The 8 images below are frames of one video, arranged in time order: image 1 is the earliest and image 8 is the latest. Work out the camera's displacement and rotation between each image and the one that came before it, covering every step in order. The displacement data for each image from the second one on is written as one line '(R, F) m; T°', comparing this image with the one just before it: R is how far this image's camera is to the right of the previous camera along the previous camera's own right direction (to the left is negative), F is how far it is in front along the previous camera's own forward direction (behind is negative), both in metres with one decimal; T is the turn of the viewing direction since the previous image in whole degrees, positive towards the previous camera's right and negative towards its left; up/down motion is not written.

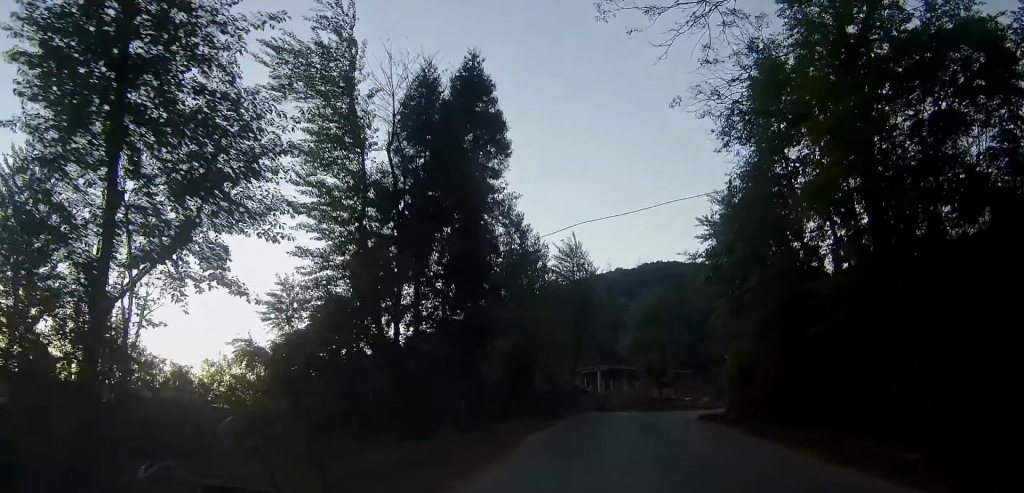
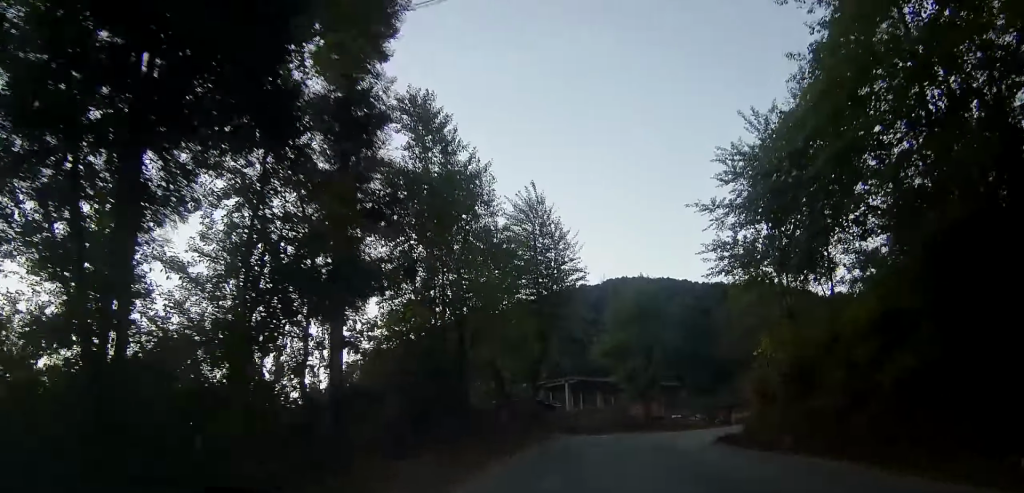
(+0.7, +12.8) m; +5°
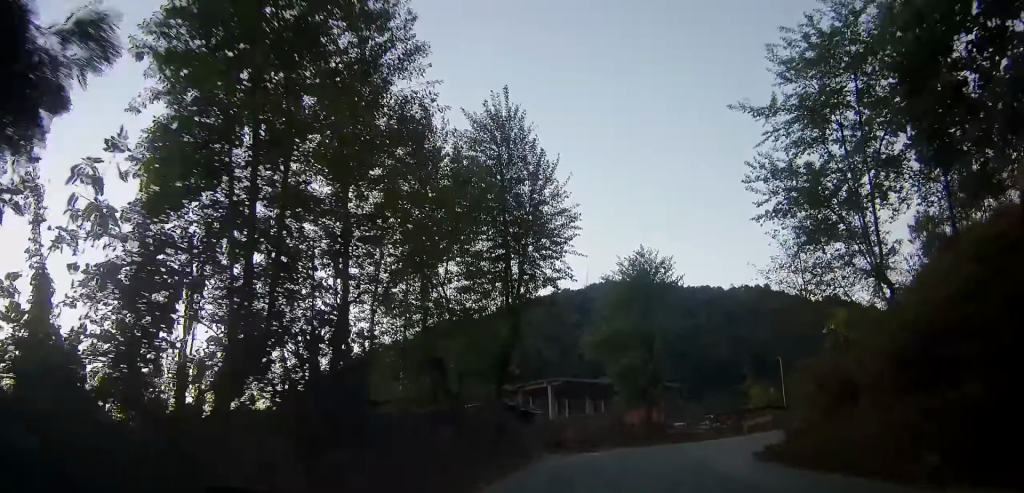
(0.0, +10.1) m; +1°
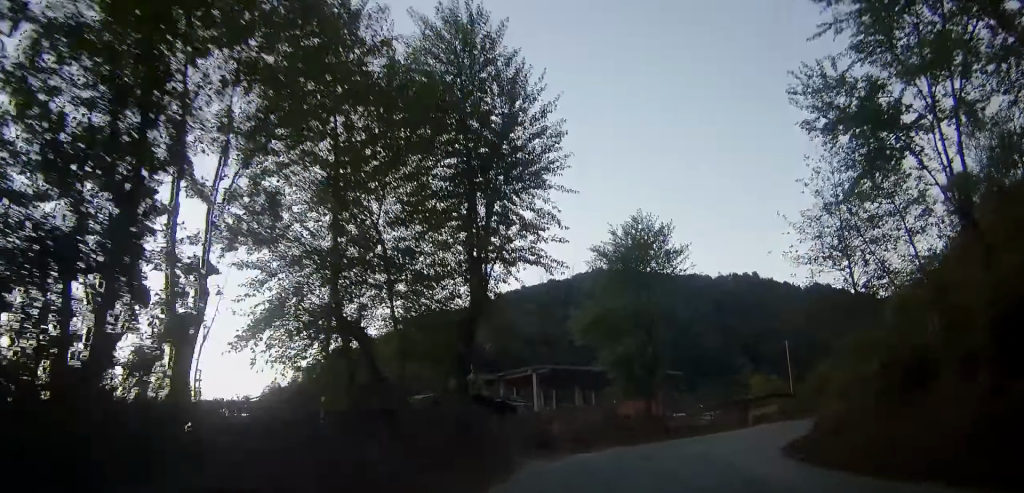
(-0.1, +5.5) m; +1°
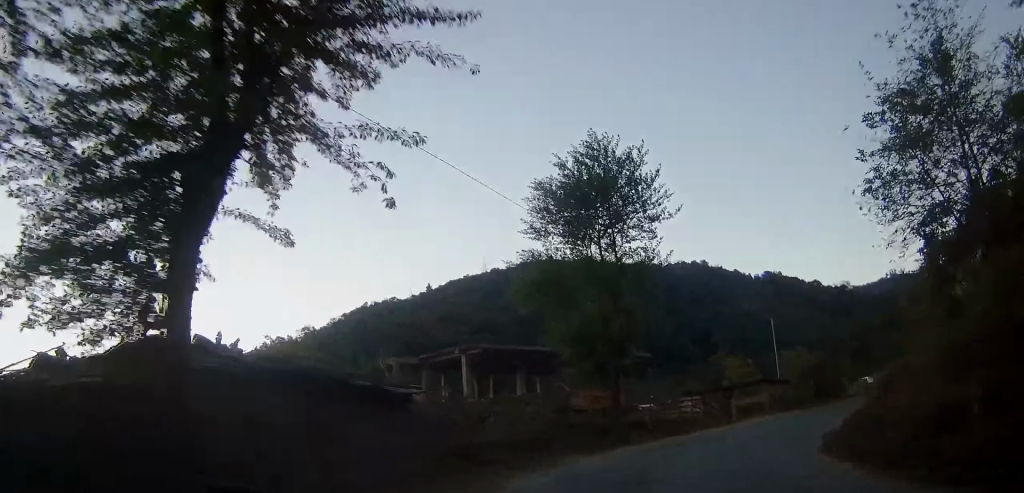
(+0.5, +9.8) m; +7°
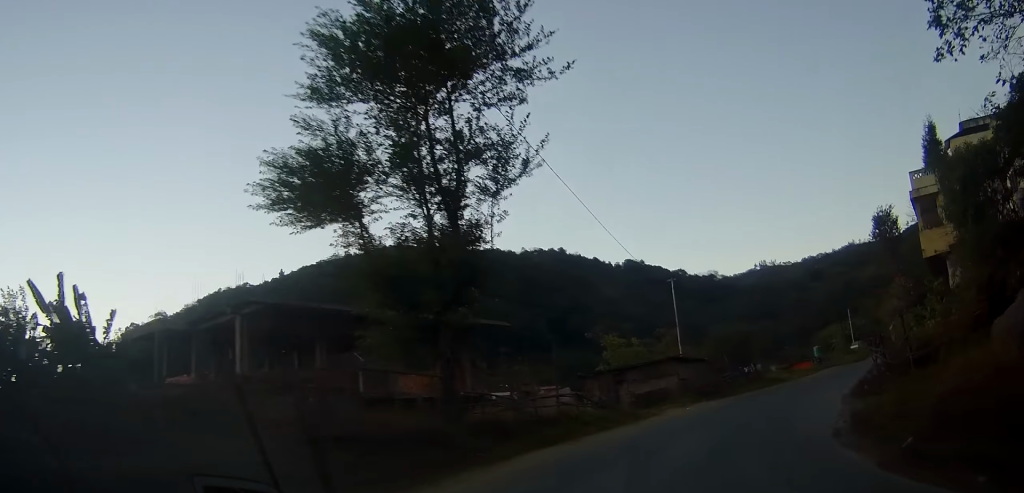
(+1.2, +11.6) m; +12°
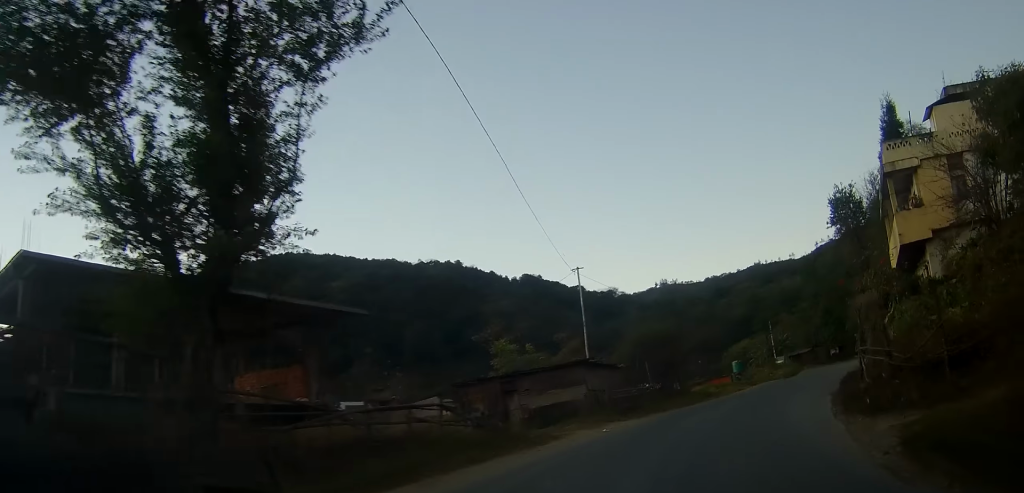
(+0.5, +7.0) m; +9°
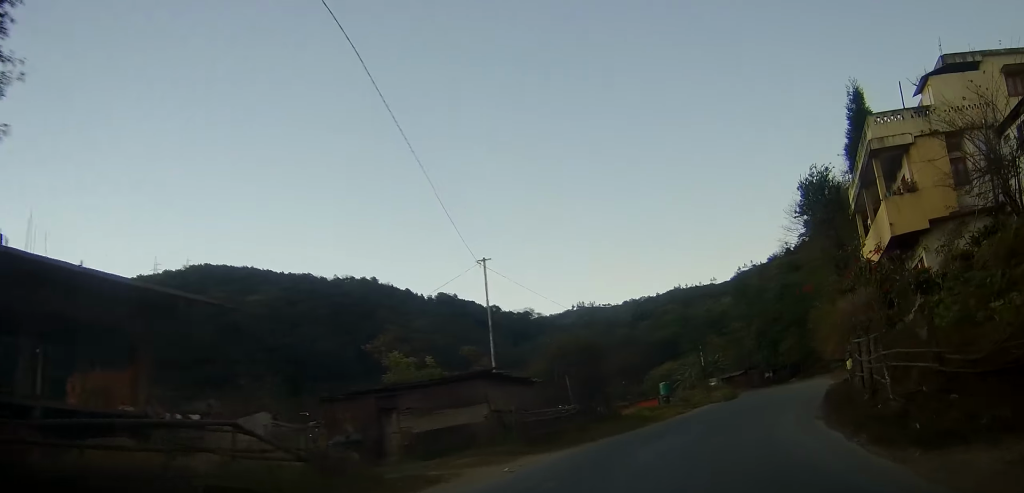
(+0.3, +5.7) m; +7°
